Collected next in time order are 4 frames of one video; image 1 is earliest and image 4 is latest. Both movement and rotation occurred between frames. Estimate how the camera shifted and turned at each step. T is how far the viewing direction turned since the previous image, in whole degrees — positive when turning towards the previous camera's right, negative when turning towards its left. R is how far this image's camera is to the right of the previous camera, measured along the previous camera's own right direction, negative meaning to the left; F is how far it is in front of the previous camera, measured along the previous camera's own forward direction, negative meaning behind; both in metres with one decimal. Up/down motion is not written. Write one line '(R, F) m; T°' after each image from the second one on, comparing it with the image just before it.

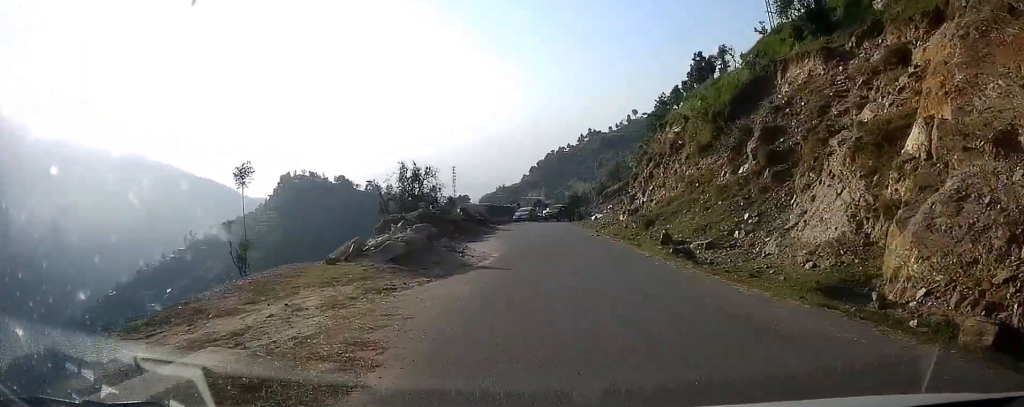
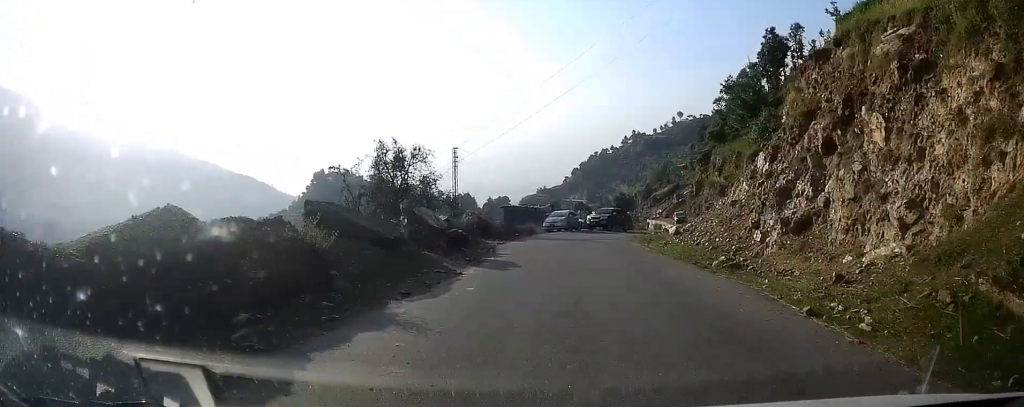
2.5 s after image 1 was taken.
(0.0, +17.5) m; -2°
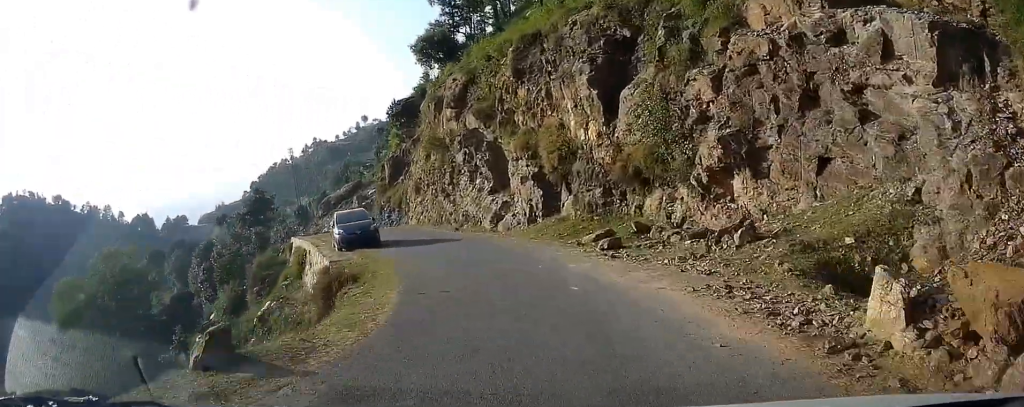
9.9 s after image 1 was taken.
(+7.7, +58.2) m; +25°
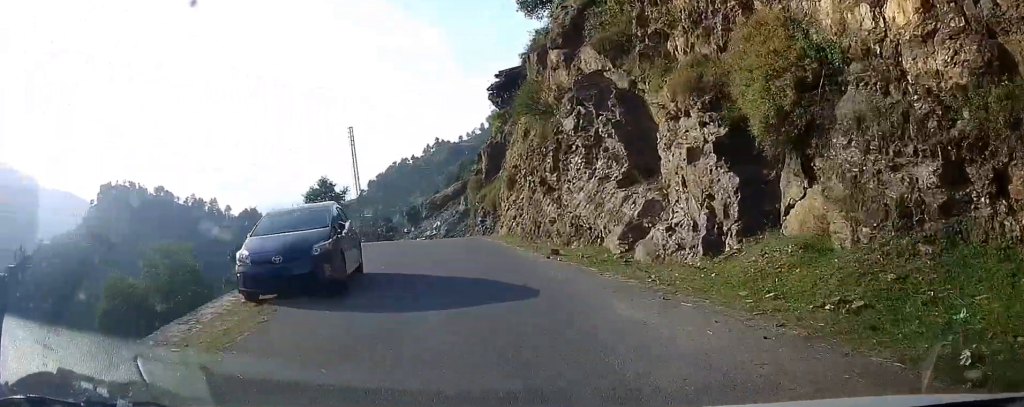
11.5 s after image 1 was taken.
(+1.3, +13.9) m; -2°
